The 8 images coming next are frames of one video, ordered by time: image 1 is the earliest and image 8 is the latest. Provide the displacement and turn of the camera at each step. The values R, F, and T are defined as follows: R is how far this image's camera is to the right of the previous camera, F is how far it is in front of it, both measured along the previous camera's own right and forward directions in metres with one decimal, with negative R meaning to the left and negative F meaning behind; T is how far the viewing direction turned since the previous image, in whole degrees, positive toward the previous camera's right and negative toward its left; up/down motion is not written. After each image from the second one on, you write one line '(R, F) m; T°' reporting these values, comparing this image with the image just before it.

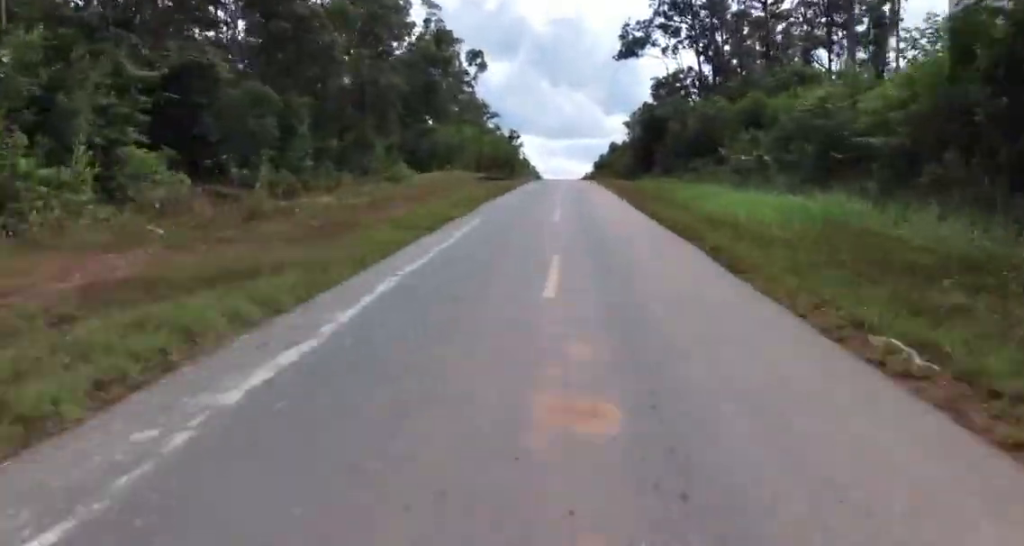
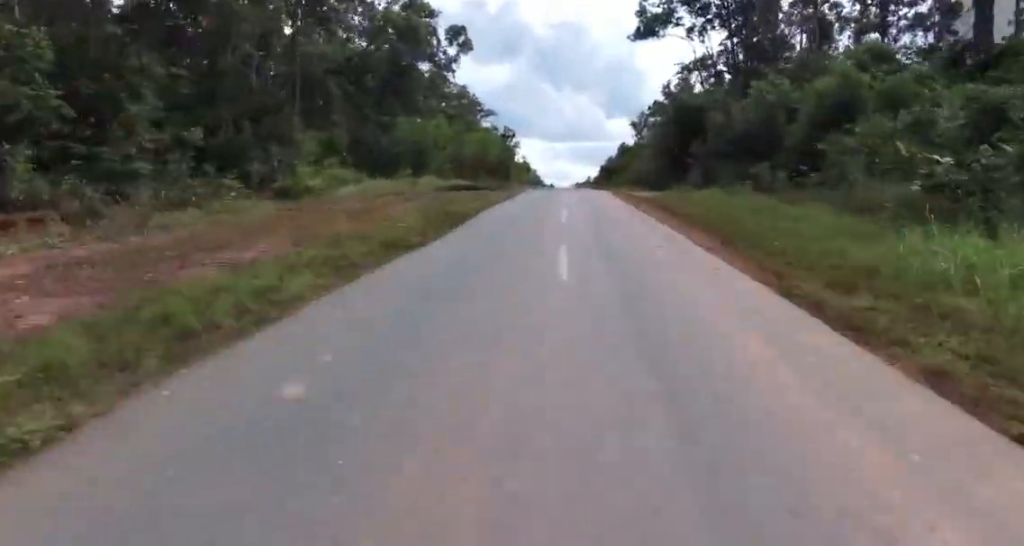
(0.0, +15.3) m; 0°
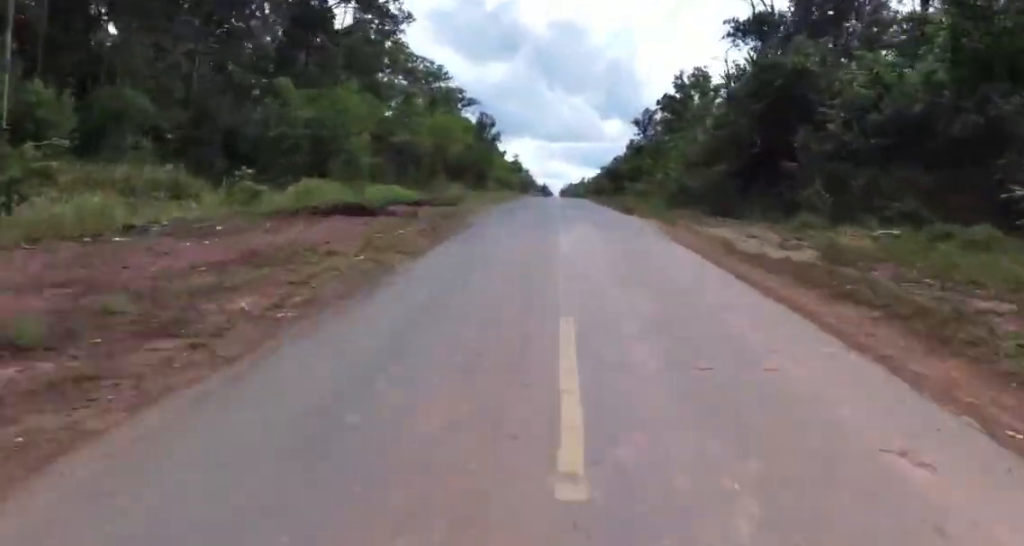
(0.0, +19.5) m; 0°
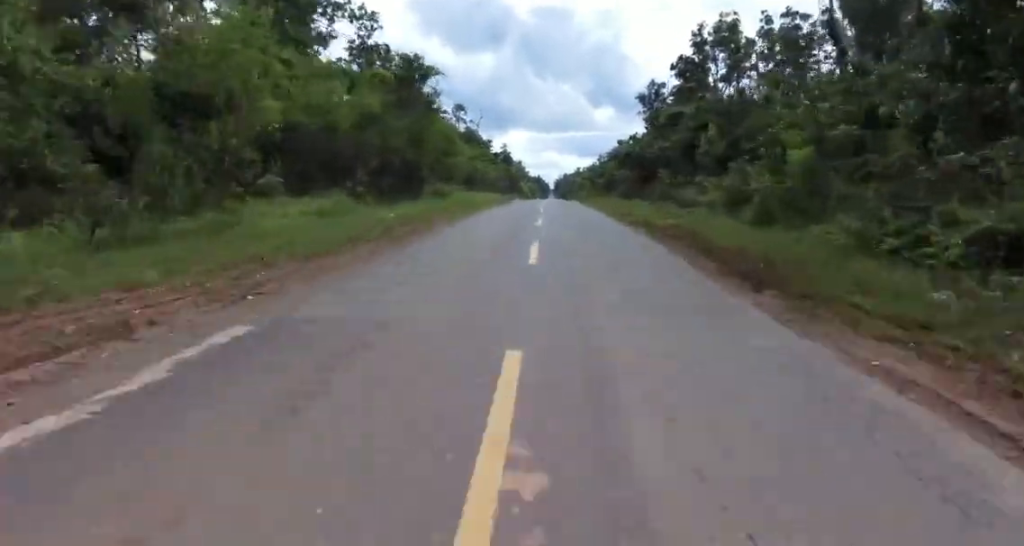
(0.0, +27.6) m; 0°
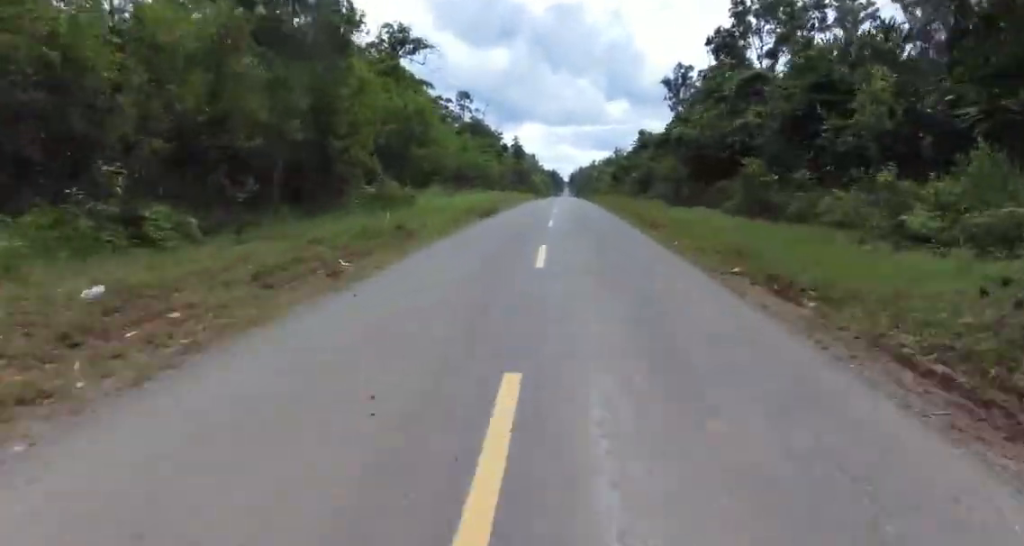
(0.0, +16.5) m; +1°
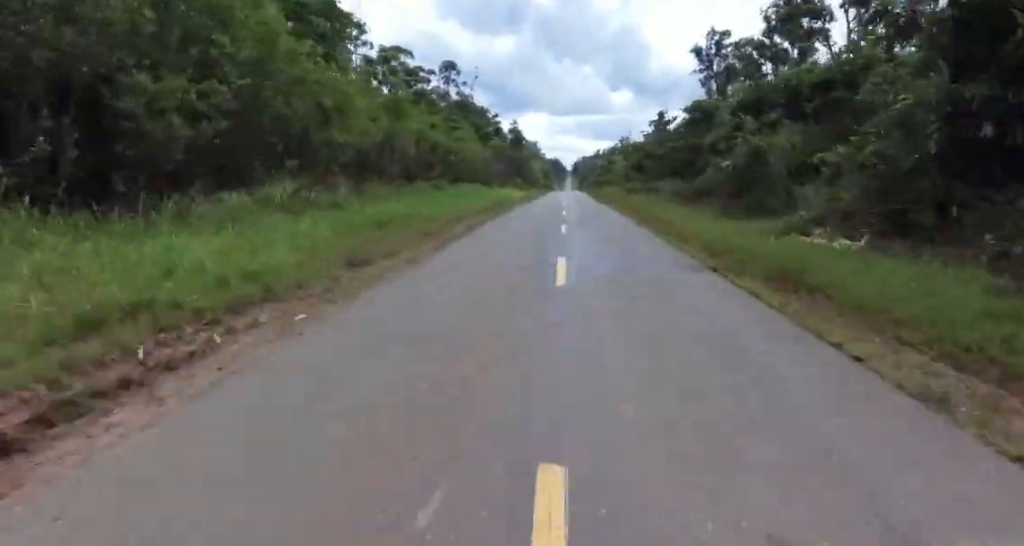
(+0.2, +26.3) m; -1°
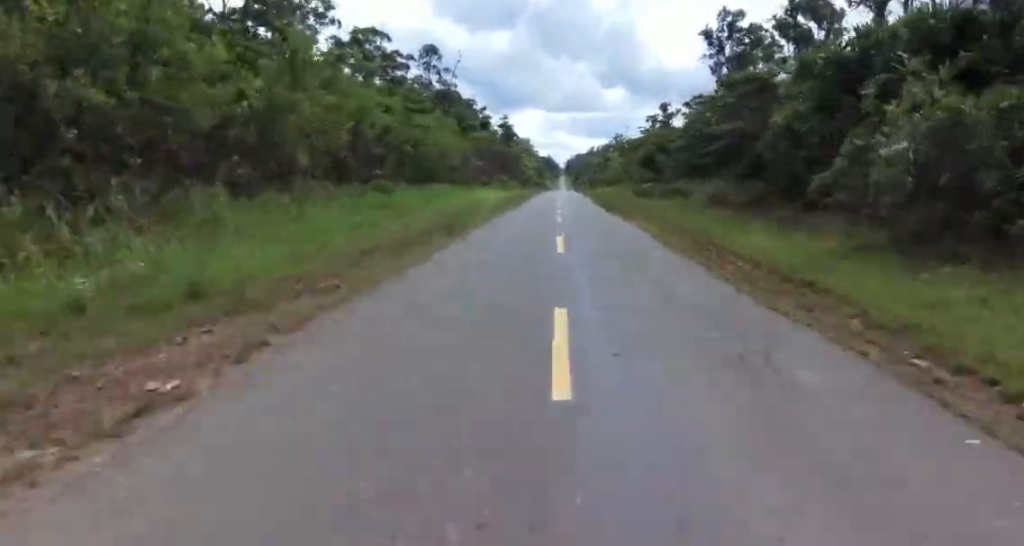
(-0.3, +13.0) m; -1°
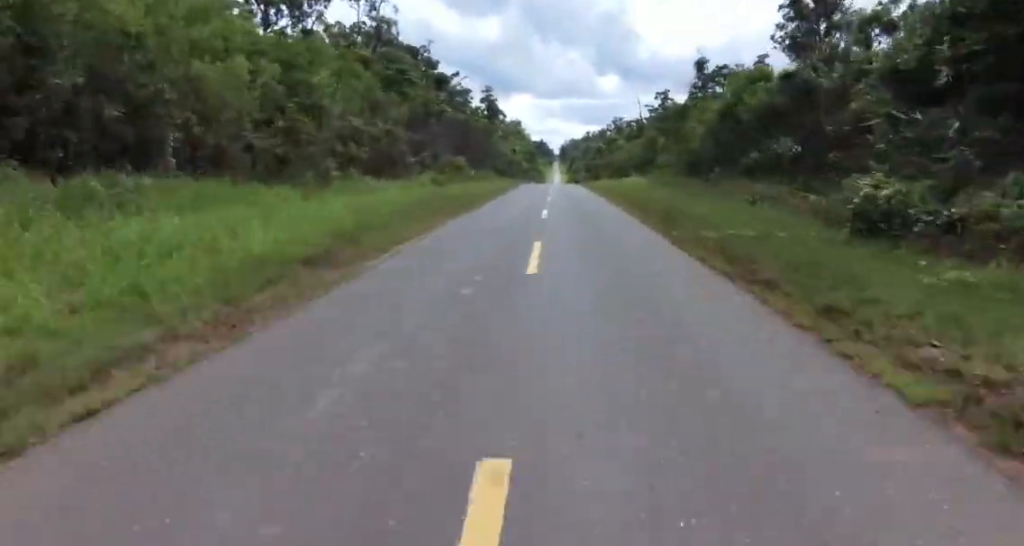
(+0.3, +35.9) m; +2°
